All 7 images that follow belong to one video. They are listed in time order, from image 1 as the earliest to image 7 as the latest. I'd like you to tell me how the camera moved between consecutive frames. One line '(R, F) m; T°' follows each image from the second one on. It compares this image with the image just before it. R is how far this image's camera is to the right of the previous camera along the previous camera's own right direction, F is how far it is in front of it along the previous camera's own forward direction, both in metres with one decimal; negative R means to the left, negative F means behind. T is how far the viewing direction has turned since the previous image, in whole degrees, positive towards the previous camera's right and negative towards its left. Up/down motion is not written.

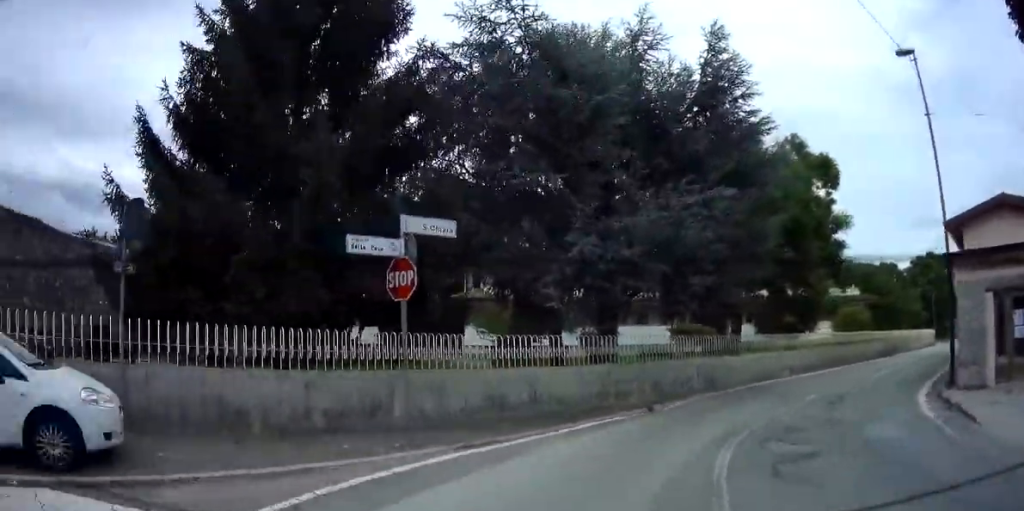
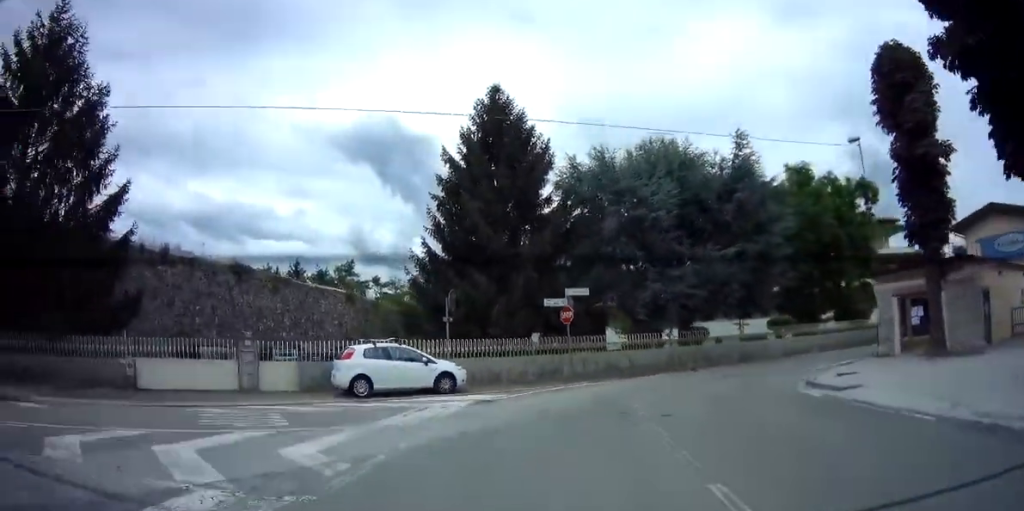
(-3.1, +11.4) m; -17°
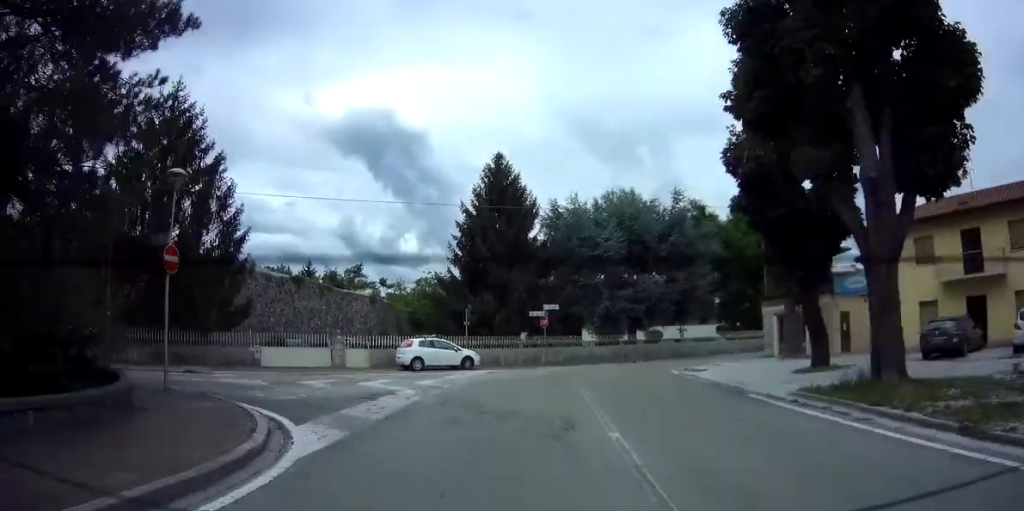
(-0.3, +10.1) m; -1°
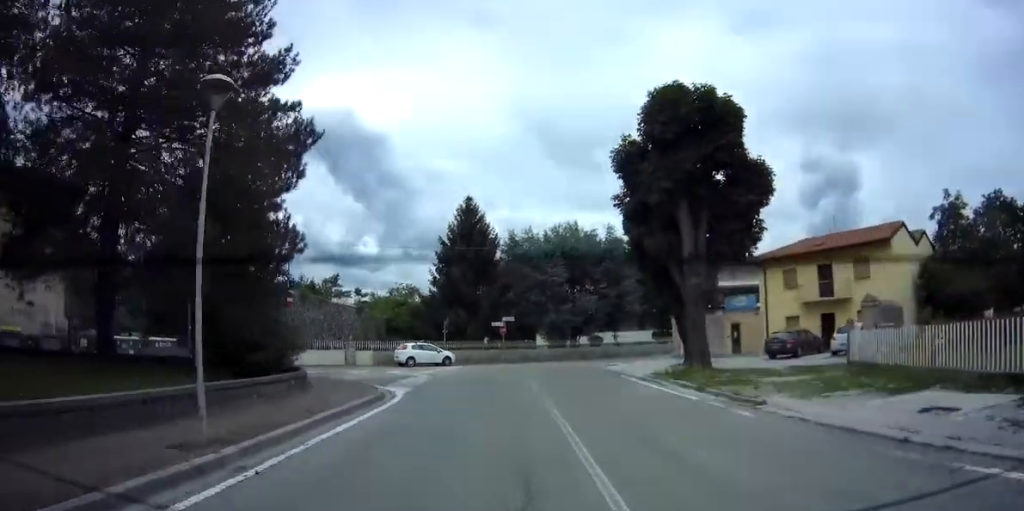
(+0.2, +9.0) m; +5°
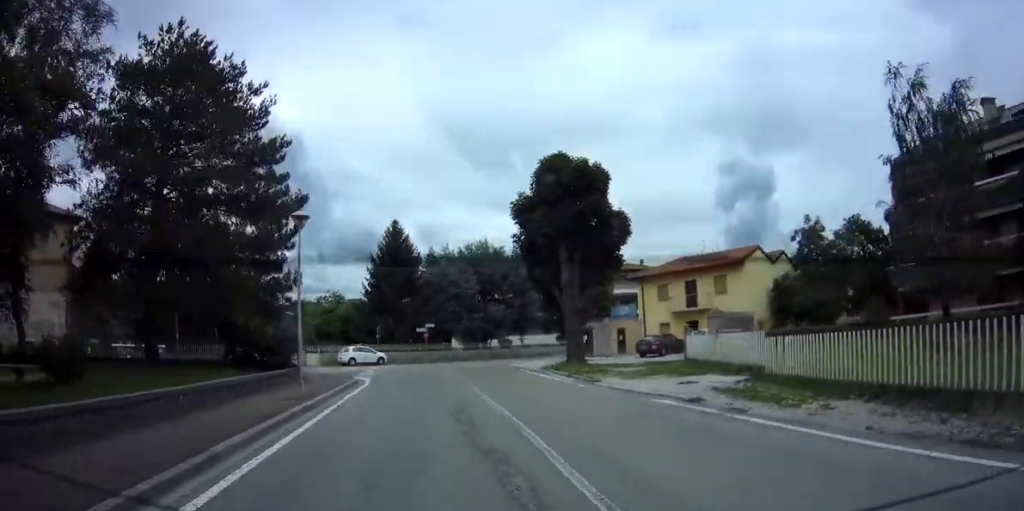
(+0.4, +7.7) m; +7°
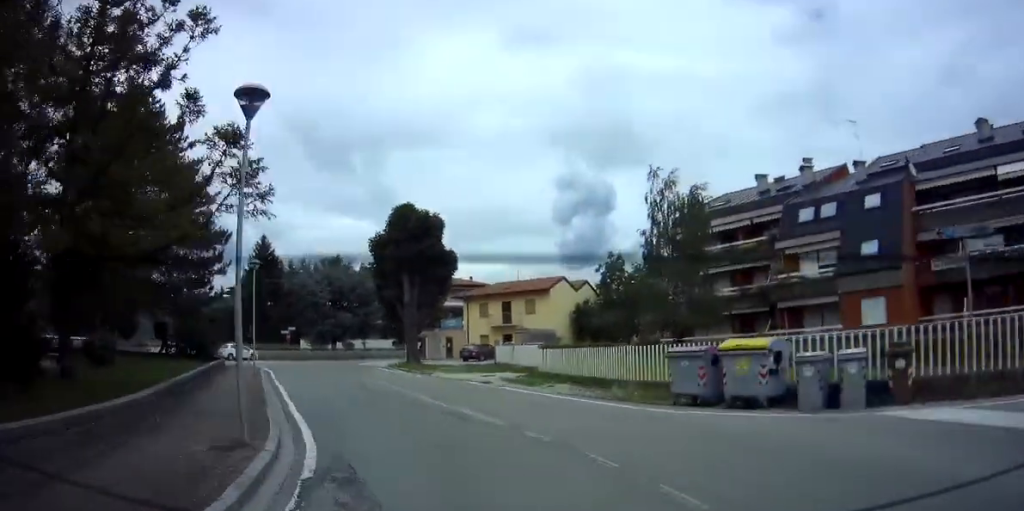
(+0.8, +9.2) m; +14°
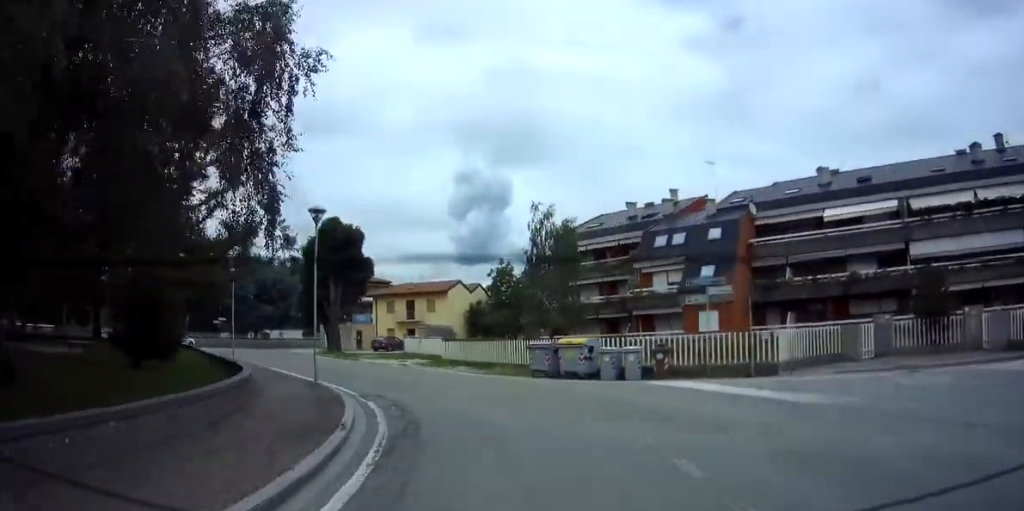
(+1.1, +7.9) m; +11°
